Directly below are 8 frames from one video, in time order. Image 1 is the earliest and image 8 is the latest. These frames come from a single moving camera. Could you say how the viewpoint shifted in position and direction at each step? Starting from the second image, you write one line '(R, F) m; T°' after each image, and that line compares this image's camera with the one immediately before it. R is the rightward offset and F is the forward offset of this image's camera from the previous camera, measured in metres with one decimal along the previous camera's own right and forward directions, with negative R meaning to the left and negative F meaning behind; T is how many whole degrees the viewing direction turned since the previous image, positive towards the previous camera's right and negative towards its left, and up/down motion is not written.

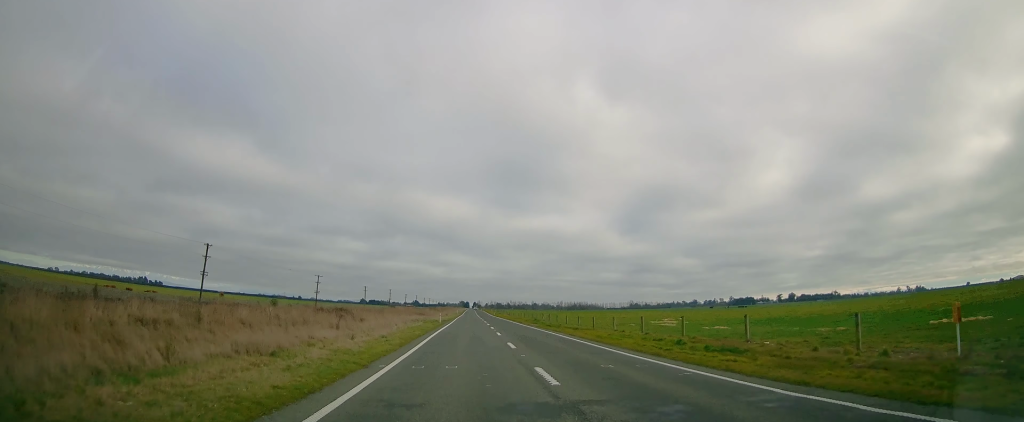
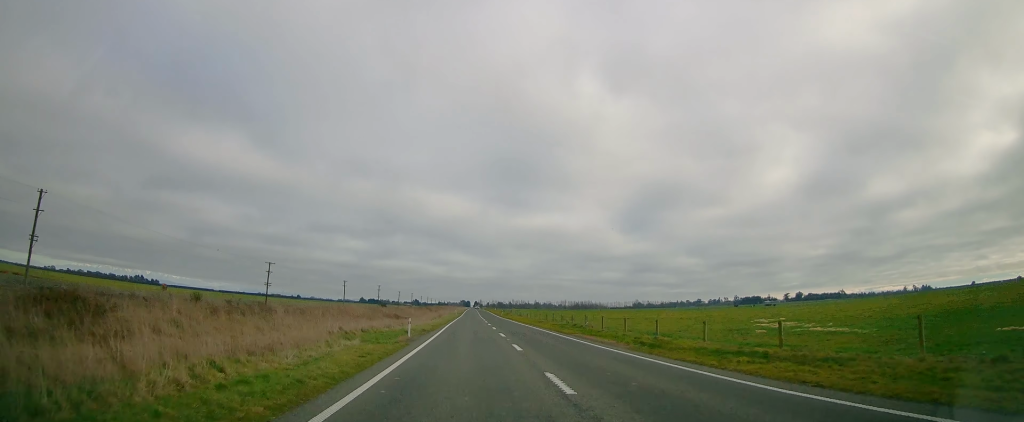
(-0.4, +30.7) m; 0°
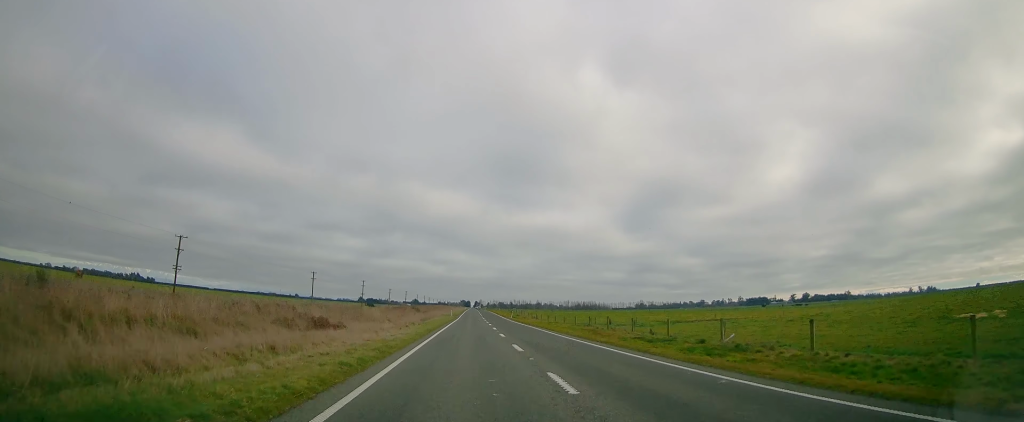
(+0.4, +29.9) m; 0°
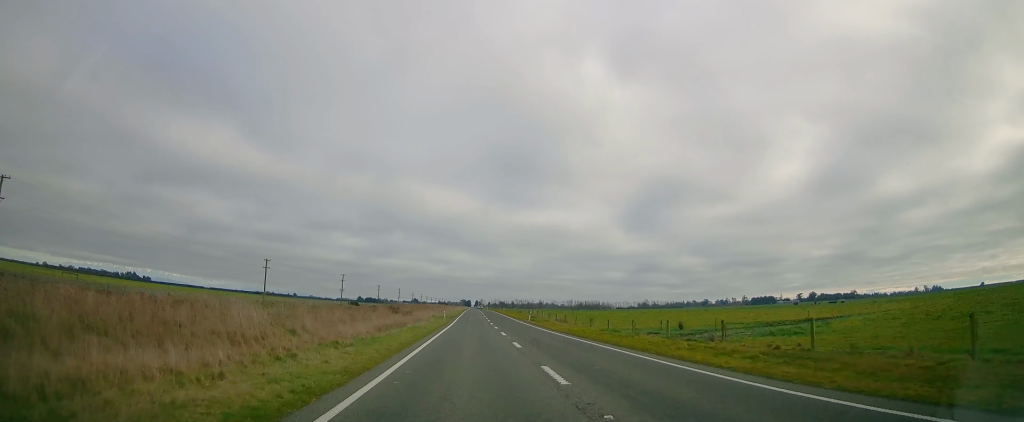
(-0.3, +28.3) m; -2°
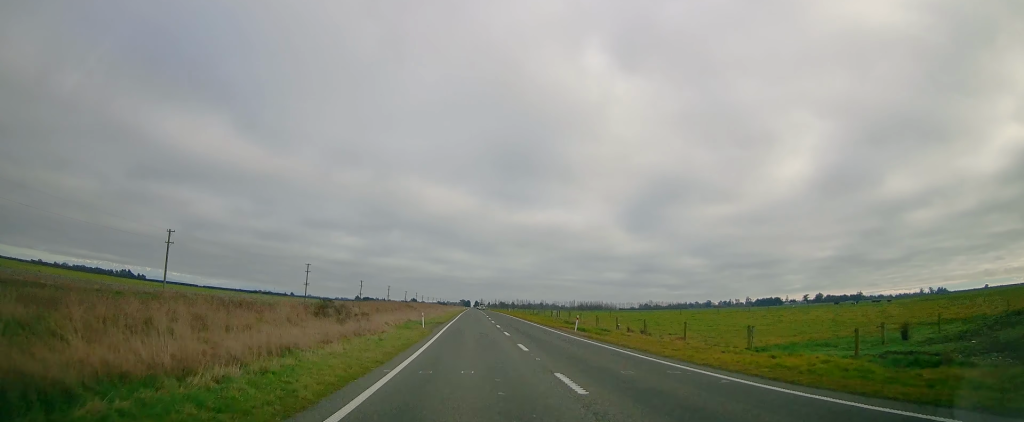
(-0.5, +31.1) m; +1°
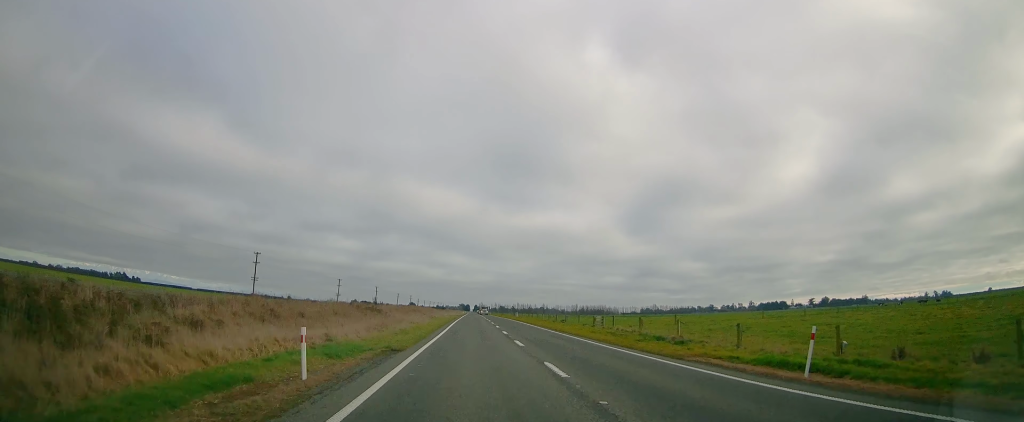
(+0.6, +27.3) m; +1°
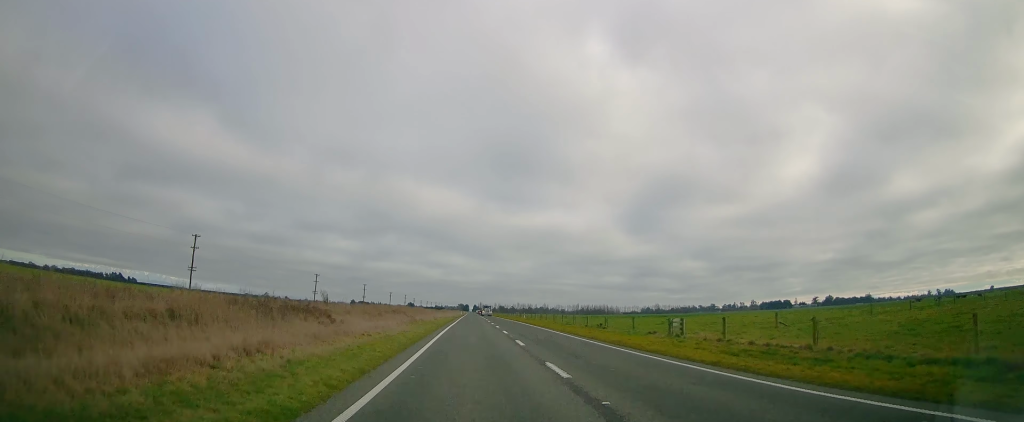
(-0.2, +19.9) m; 0°
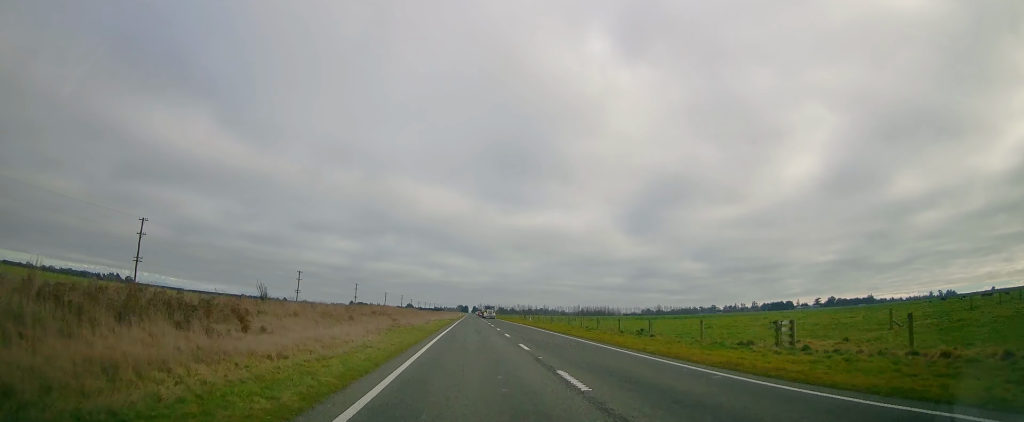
(+0.1, +11.8) m; 0°
